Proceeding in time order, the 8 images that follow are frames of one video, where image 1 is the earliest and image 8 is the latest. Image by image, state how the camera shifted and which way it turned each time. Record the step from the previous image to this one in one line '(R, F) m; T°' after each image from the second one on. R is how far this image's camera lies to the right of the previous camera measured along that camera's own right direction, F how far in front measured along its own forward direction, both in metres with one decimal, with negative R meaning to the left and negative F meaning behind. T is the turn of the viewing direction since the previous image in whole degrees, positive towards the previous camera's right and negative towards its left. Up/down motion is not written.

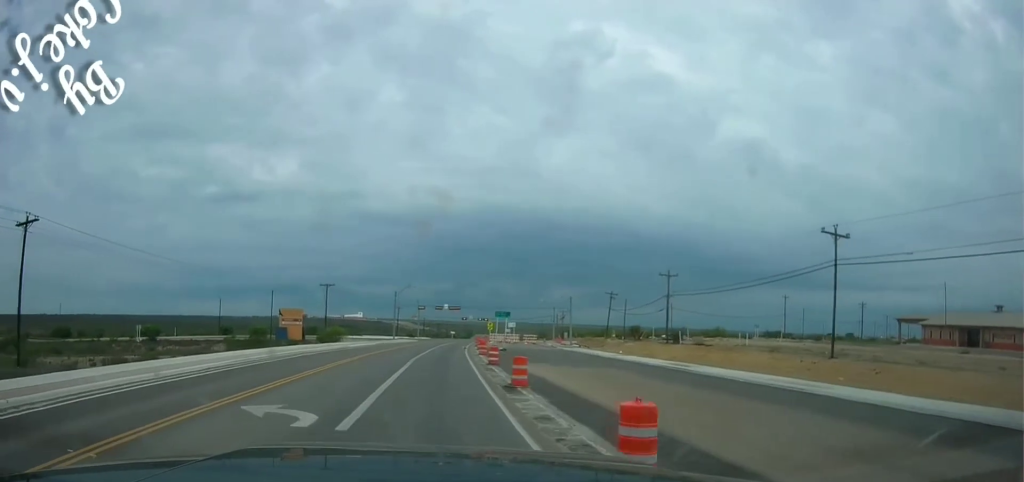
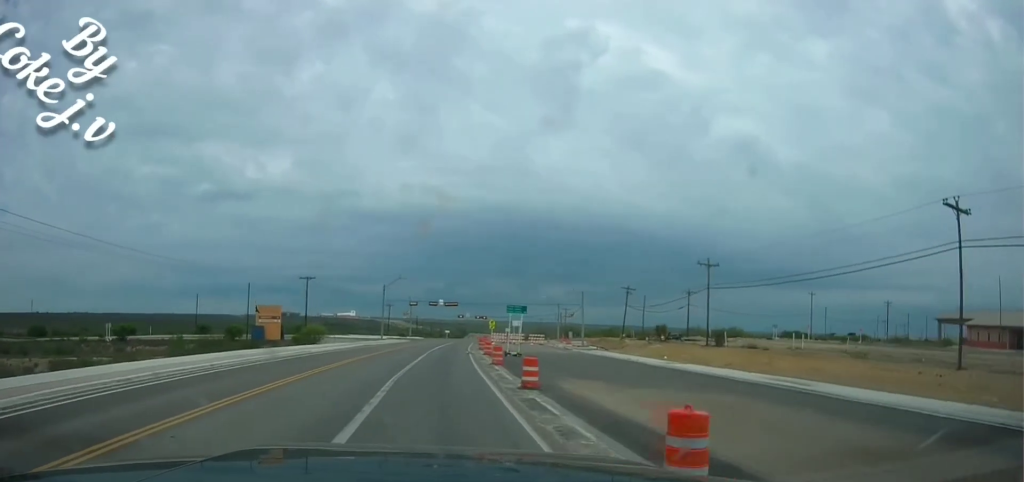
(+0.2, +13.1) m; +1°
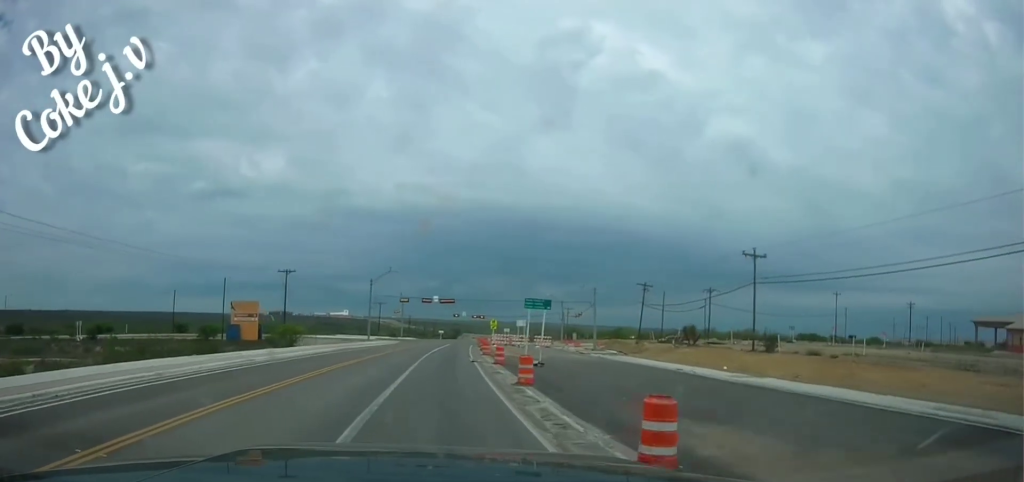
(+0.1, +11.4) m; +1°
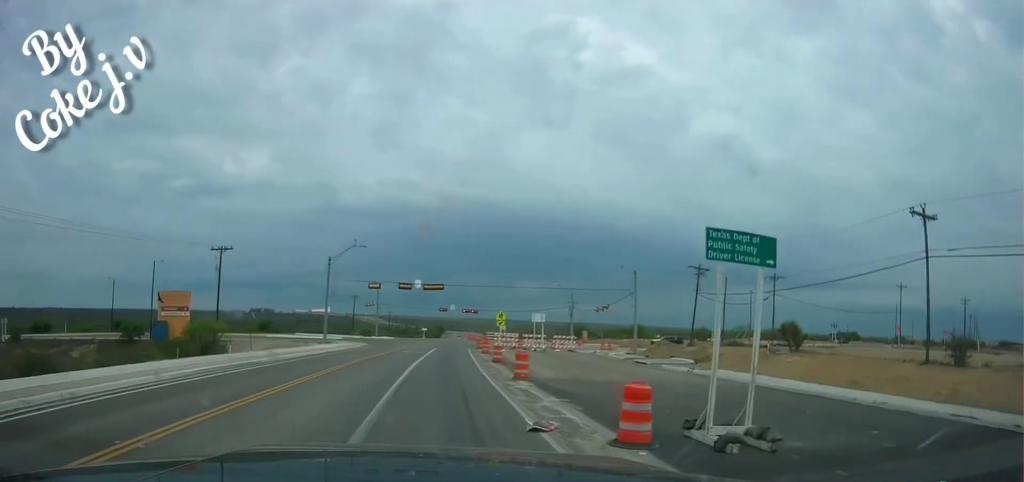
(-0.1, +24.4) m; +1°
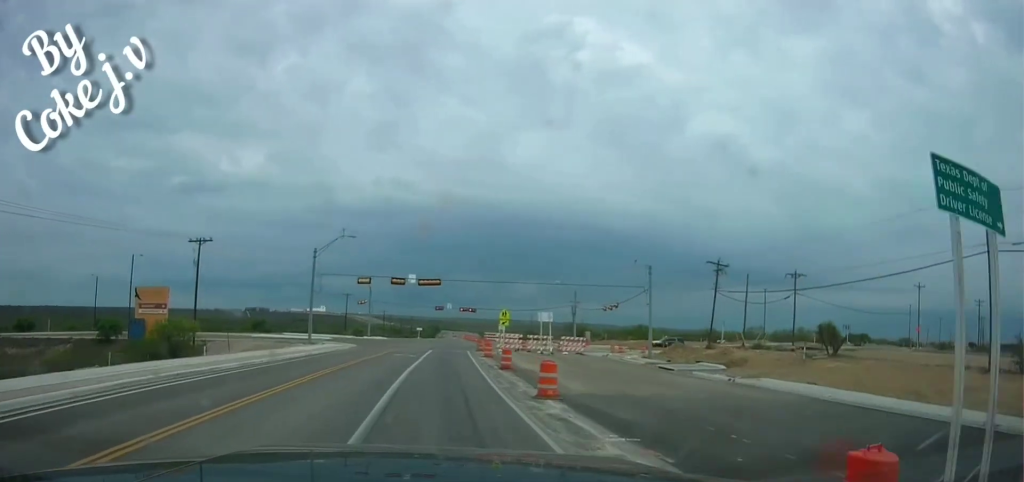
(-0.2, +6.1) m; +1°
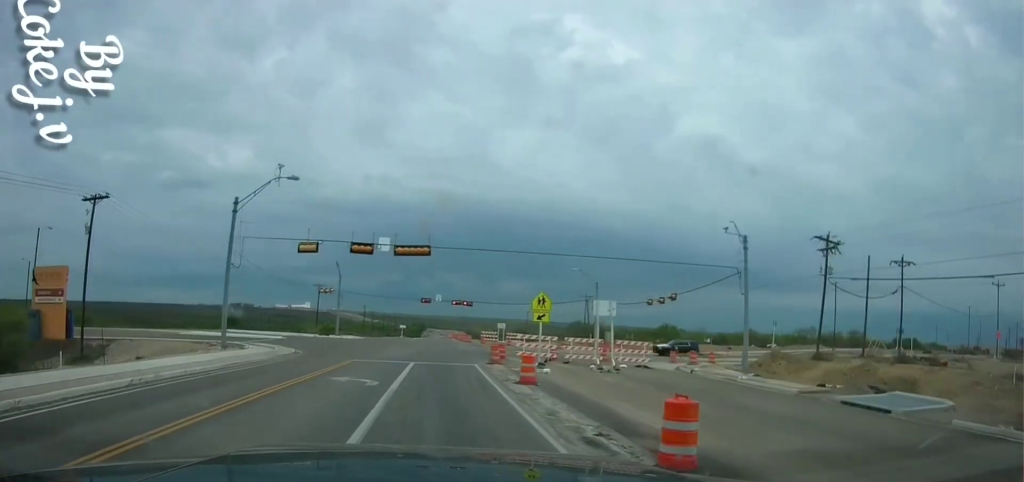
(+0.9, +21.3) m; 0°
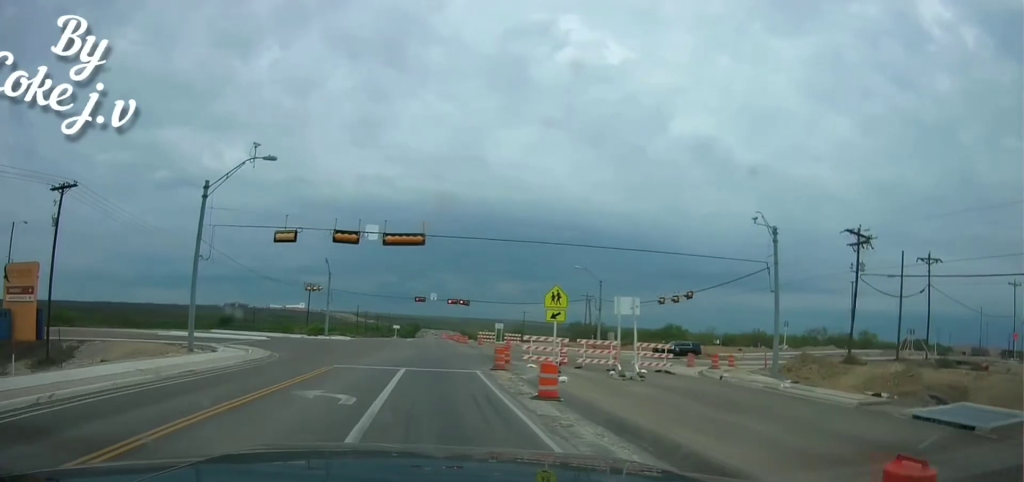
(0.0, +4.5) m; -1°
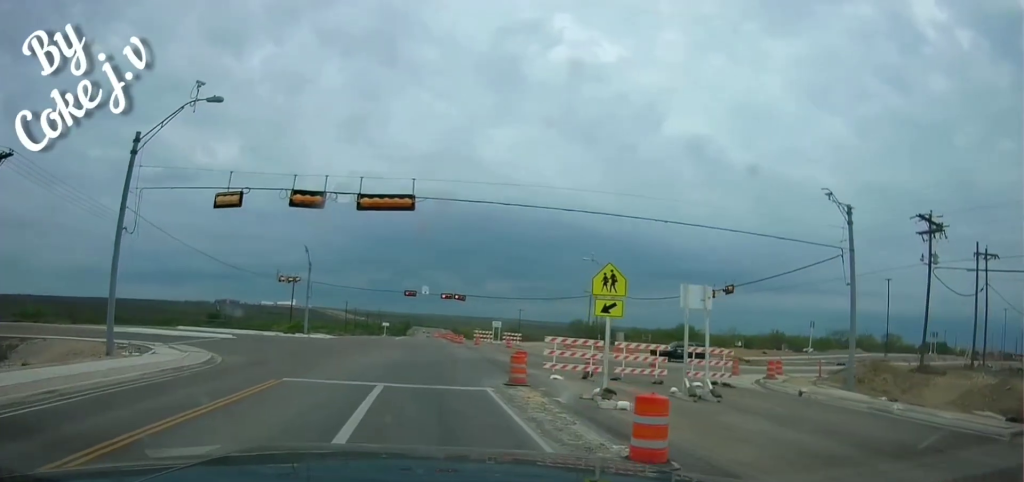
(-0.2, +8.8) m; +2°
